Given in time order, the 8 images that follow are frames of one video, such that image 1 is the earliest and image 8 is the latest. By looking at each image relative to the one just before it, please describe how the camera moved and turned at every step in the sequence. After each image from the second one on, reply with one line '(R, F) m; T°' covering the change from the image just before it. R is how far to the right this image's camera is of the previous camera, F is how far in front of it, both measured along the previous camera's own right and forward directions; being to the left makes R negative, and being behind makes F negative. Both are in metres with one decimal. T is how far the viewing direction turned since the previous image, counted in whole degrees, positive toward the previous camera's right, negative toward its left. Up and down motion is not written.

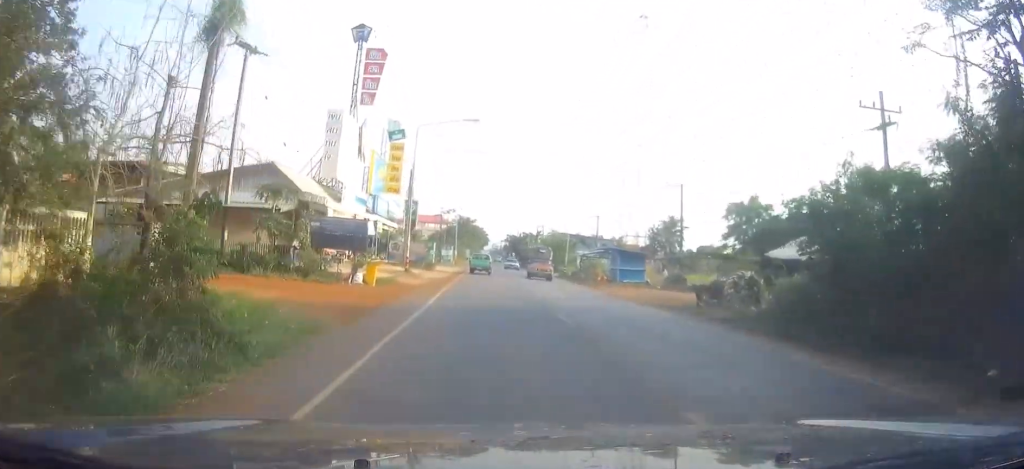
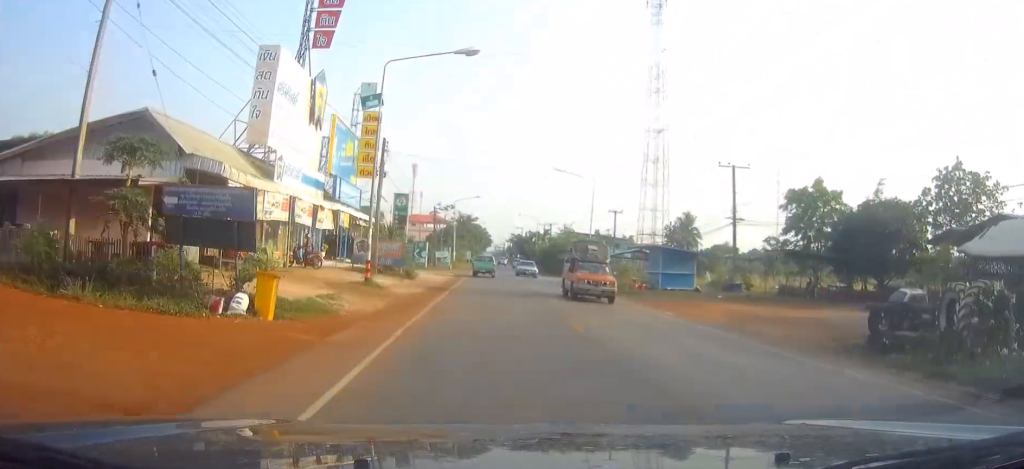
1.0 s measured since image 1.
(0.0, +13.8) m; 0°
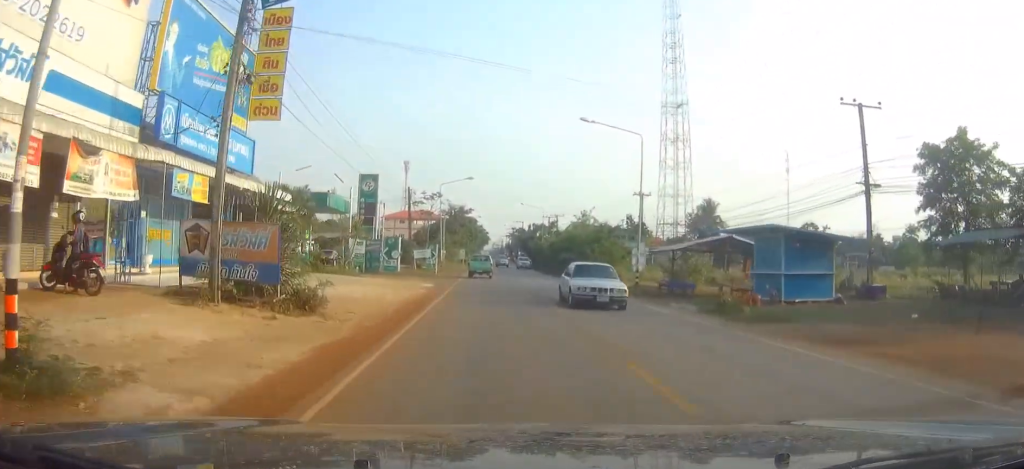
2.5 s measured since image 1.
(+0.2, +19.6) m; 0°
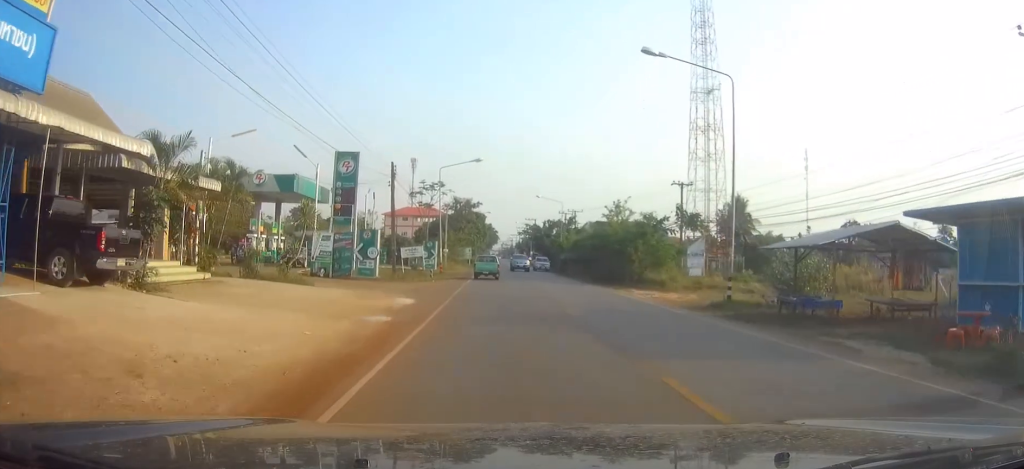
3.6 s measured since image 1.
(-0.4, +13.6) m; -2°
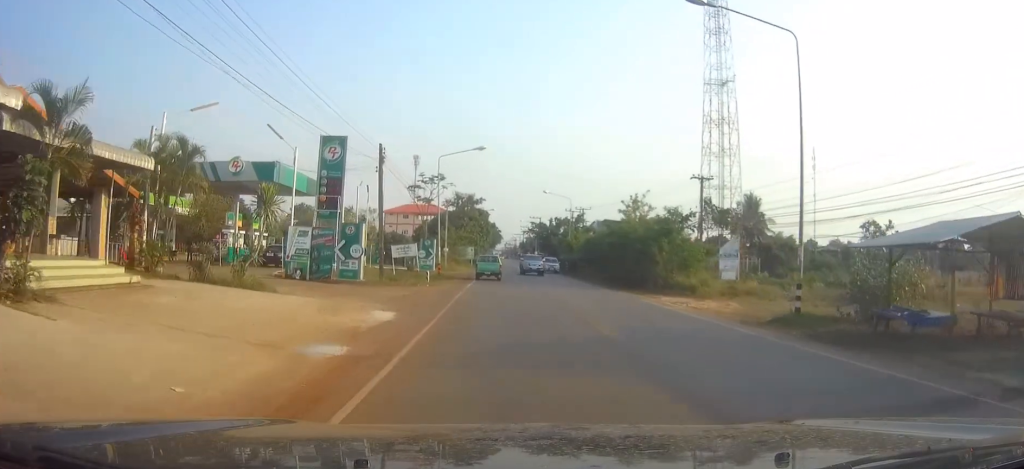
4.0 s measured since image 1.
(0.0, +5.4) m; 0°
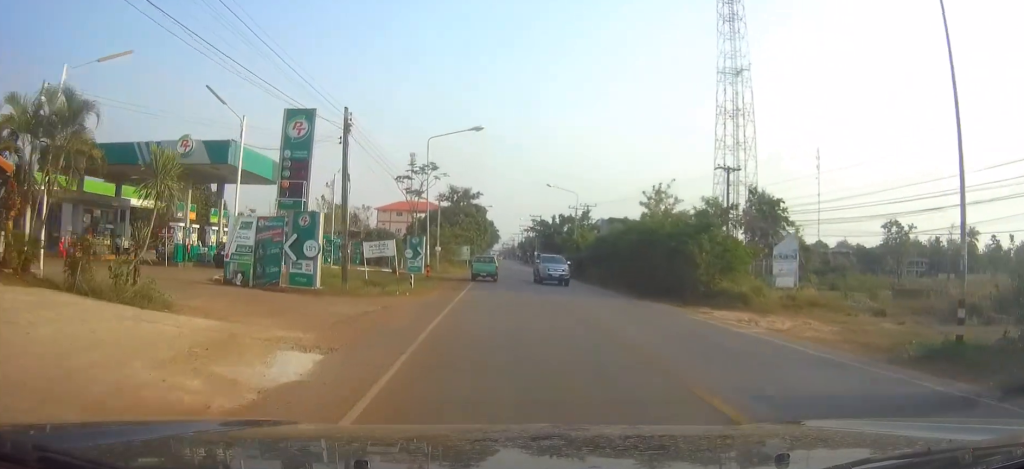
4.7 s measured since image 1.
(0.0, +7.9) m; 0°
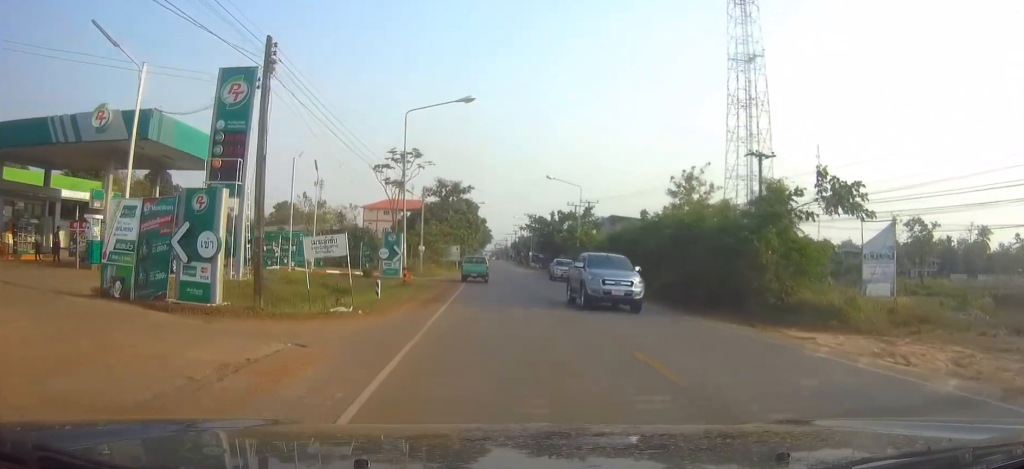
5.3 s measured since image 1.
(+0.1, +8.2) m; +1°
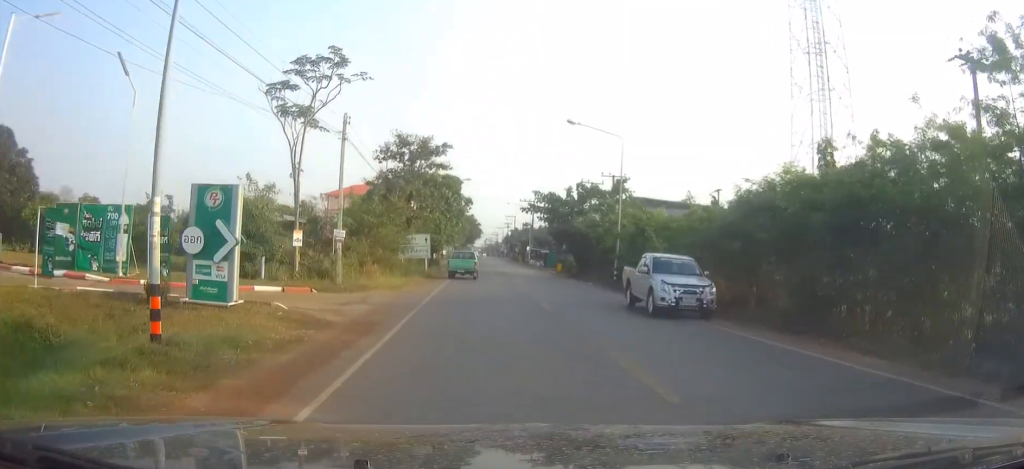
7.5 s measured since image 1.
(+0.2, +25.8) m; +1°
